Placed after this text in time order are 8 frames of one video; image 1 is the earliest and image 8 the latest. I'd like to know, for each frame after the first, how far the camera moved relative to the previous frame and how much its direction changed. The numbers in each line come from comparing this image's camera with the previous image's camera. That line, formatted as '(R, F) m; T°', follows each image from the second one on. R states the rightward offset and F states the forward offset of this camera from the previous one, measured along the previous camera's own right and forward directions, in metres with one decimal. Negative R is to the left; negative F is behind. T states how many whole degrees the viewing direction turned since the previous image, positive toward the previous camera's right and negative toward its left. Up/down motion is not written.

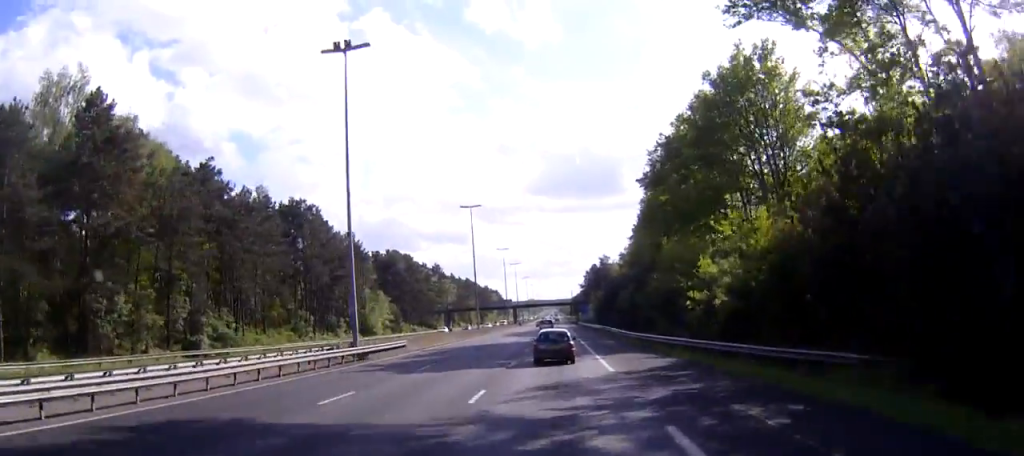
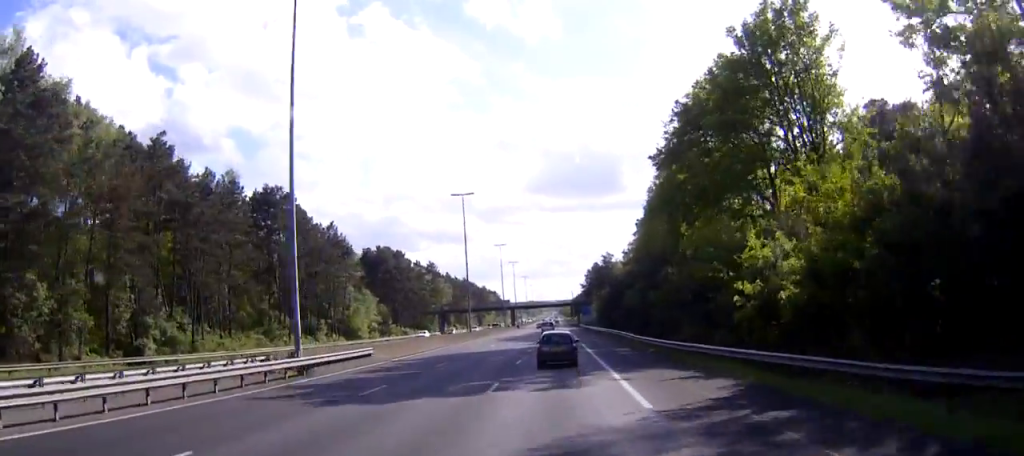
(-0.1, +9.5) m; 0°
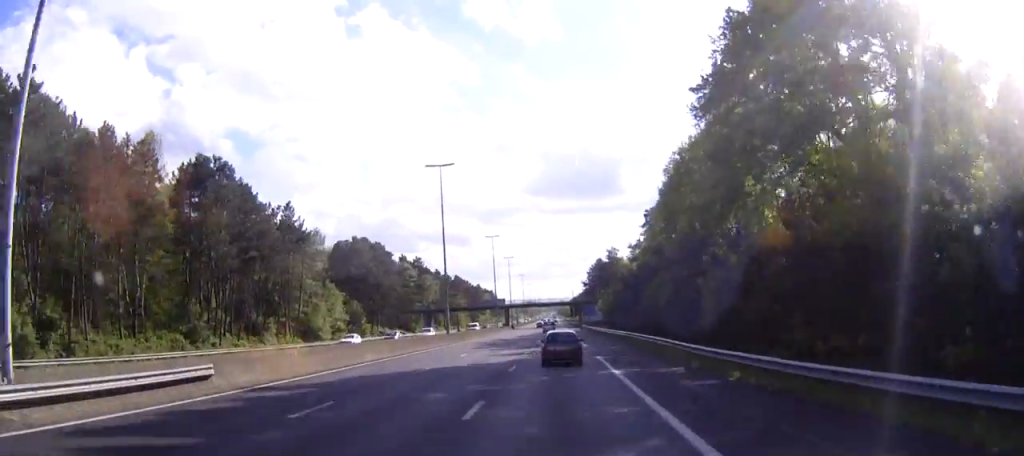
(0.0, +19.0) m; 0°
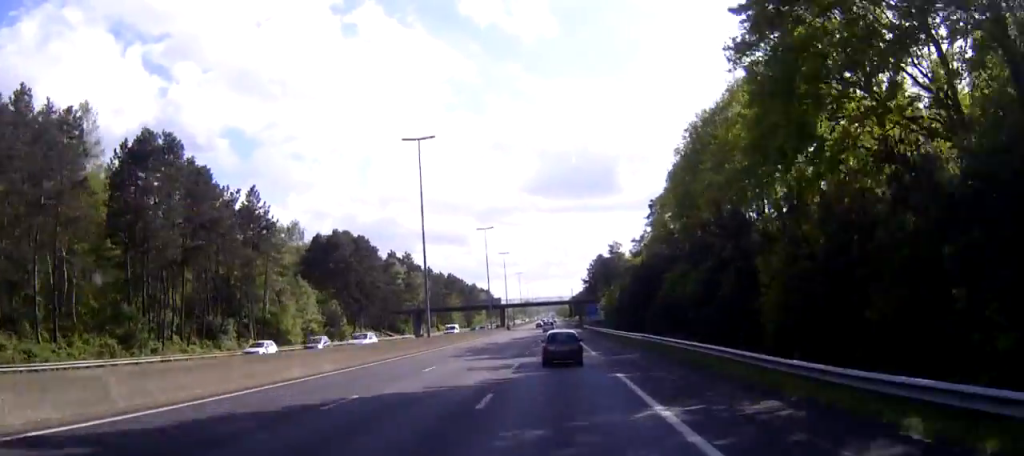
(+0.1, +11.1) m; 0°
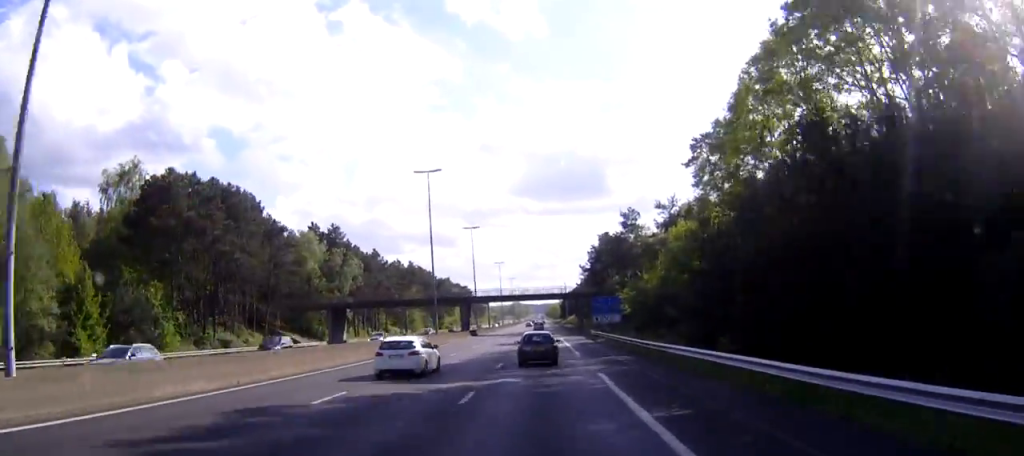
(+0.2, +51.4) m; +1°
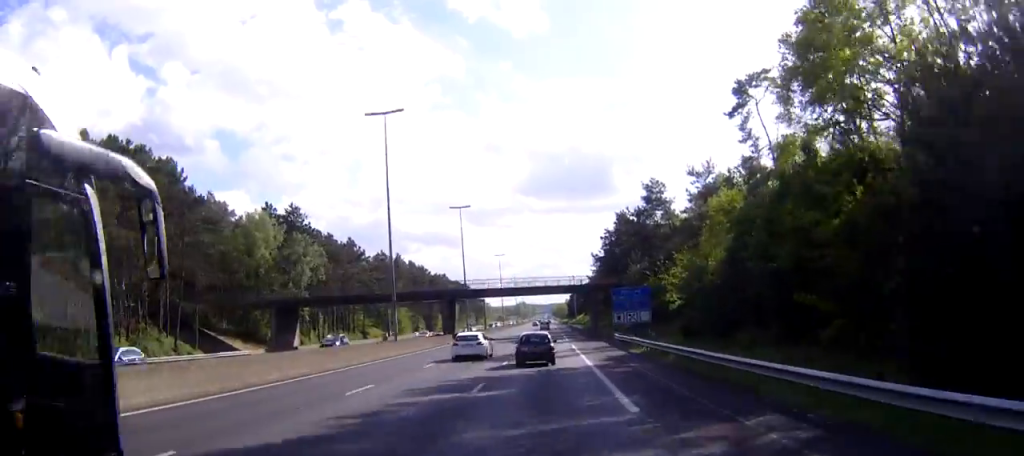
(0.0, +22.9) m; 0°
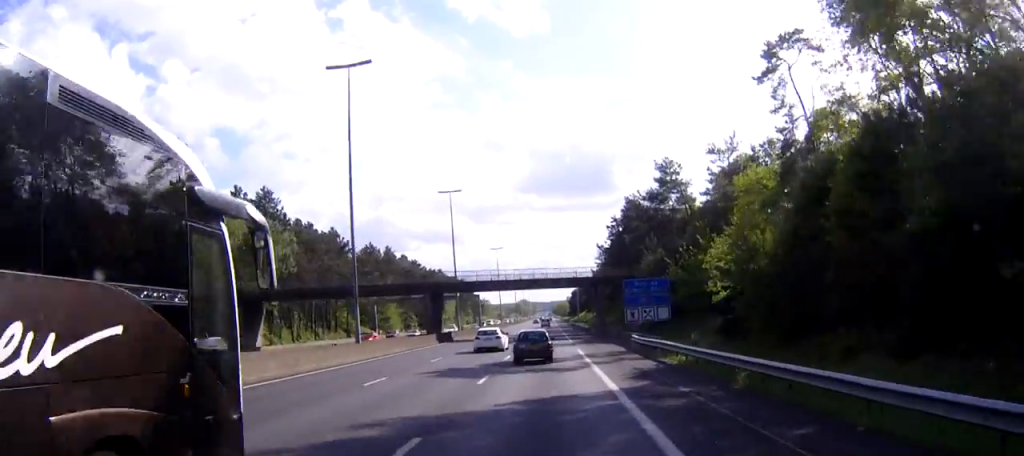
(-0.1, +11.1) m; 0°
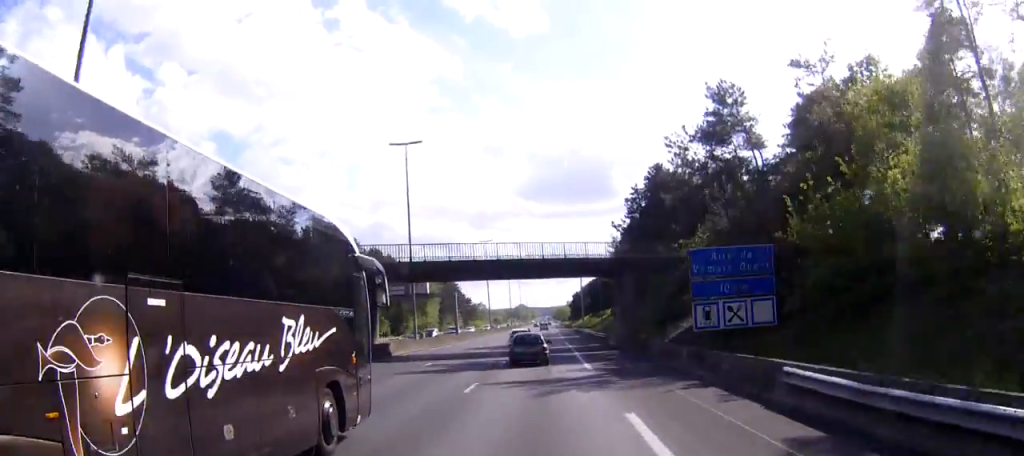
(0.0, +28.5) m; 0°
